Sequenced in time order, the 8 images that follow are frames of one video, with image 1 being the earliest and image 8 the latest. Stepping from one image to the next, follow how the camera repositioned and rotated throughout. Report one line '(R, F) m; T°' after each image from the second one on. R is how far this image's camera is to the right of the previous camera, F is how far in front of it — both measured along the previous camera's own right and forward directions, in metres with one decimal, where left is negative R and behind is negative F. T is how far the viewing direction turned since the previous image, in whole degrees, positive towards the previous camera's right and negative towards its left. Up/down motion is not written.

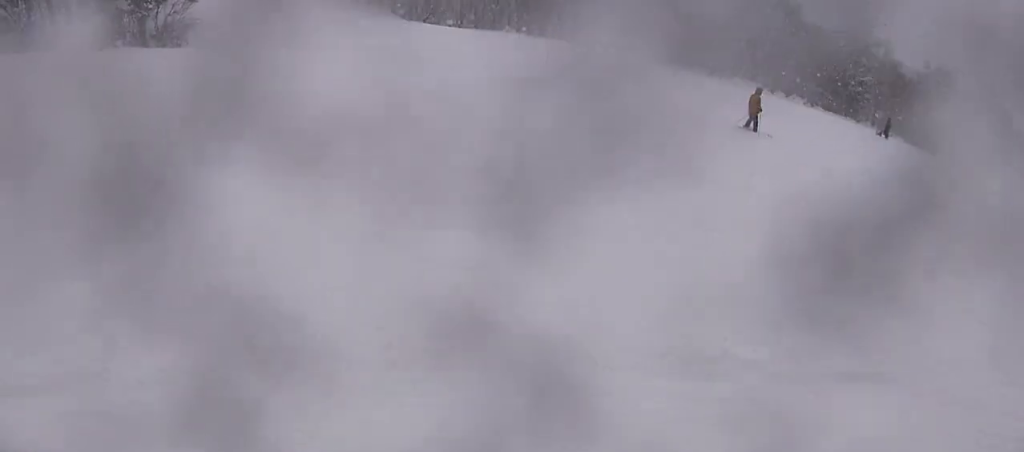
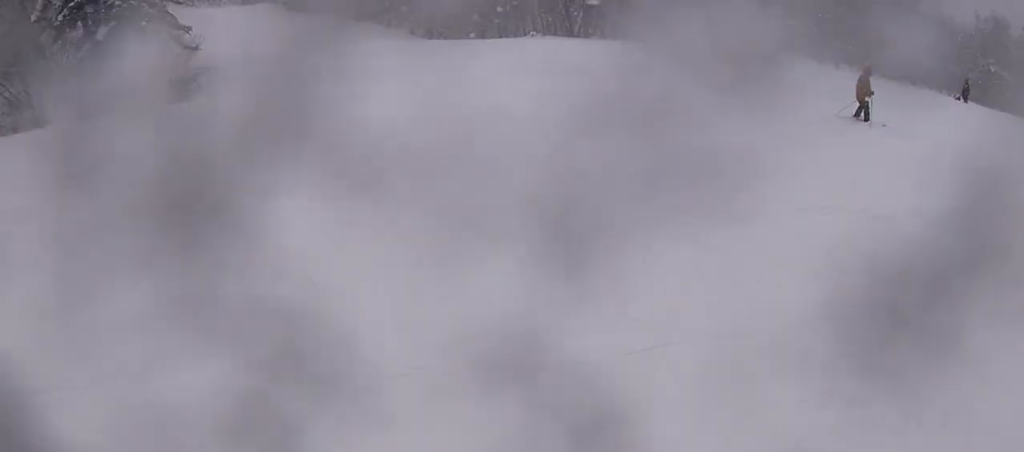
(-0.7, +4.5) m; +12°
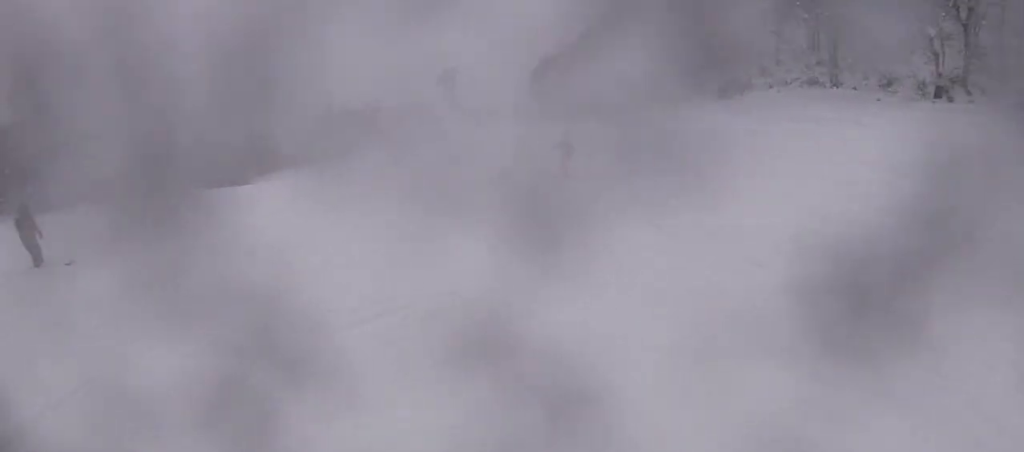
(+1.1, +3.1) m; +28°
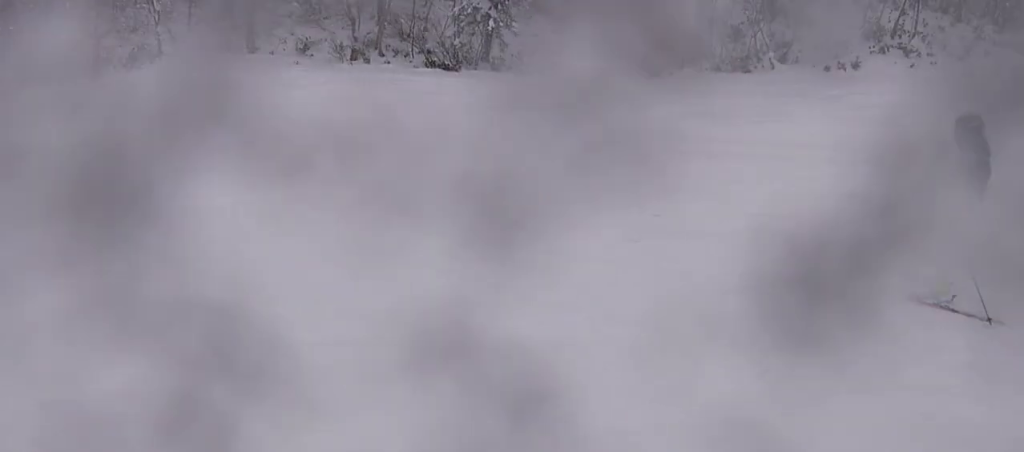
(+0.2, +2.1) m; +16°
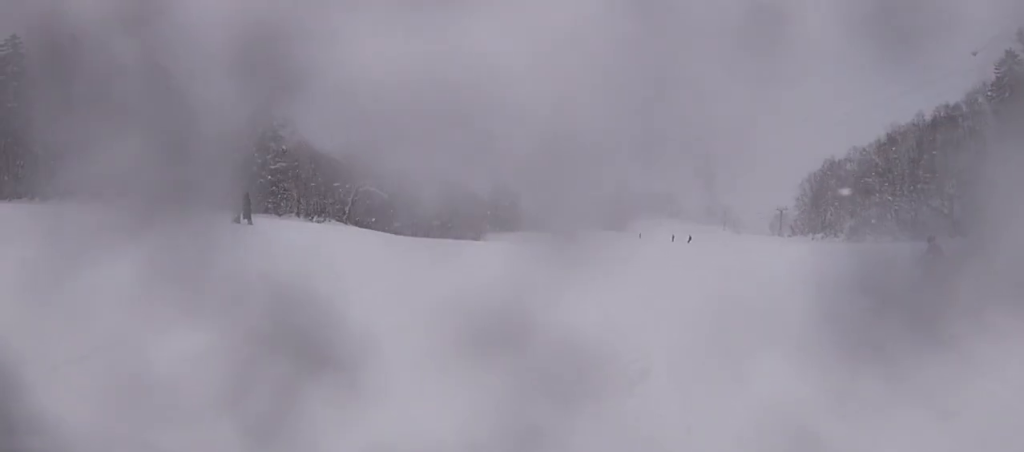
(-0.1, +11.7) m; -5°
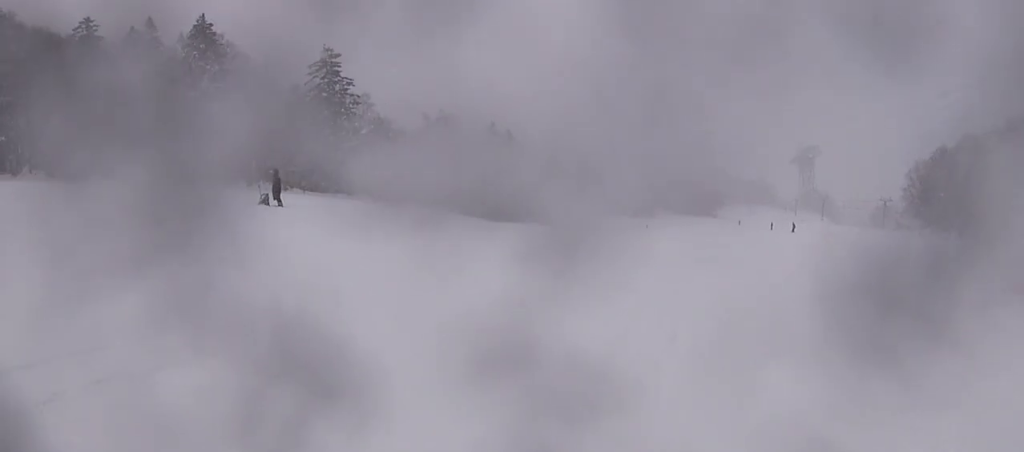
(+0.3, +4.3) m; -2°
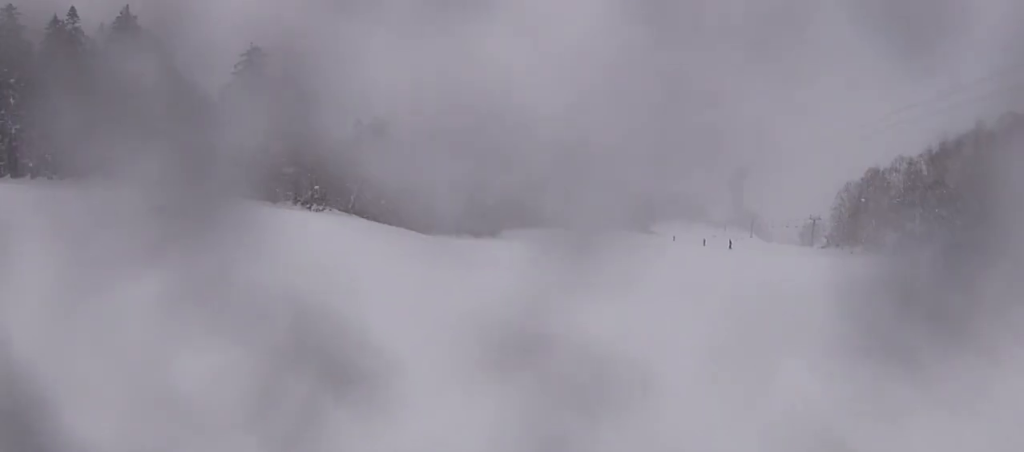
(-0.3, +2.4) m; -6°
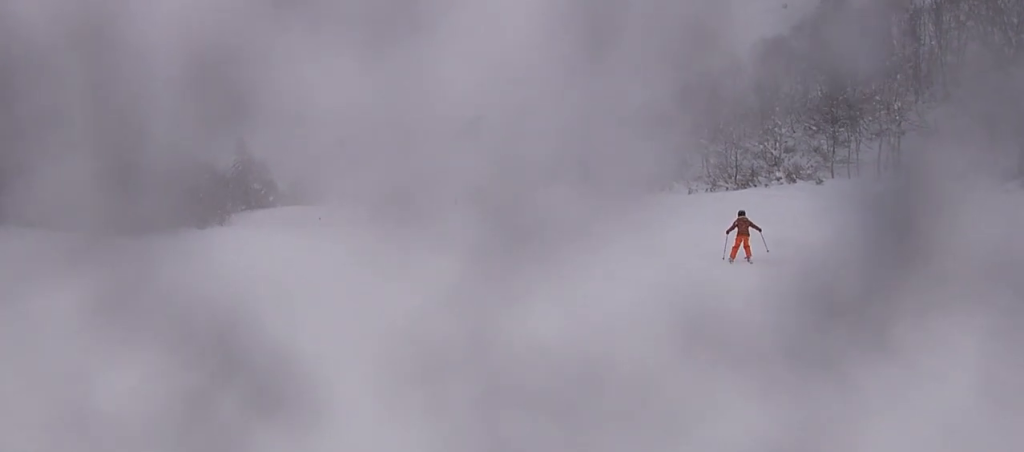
(+0.8, +9.1) m; +12°
